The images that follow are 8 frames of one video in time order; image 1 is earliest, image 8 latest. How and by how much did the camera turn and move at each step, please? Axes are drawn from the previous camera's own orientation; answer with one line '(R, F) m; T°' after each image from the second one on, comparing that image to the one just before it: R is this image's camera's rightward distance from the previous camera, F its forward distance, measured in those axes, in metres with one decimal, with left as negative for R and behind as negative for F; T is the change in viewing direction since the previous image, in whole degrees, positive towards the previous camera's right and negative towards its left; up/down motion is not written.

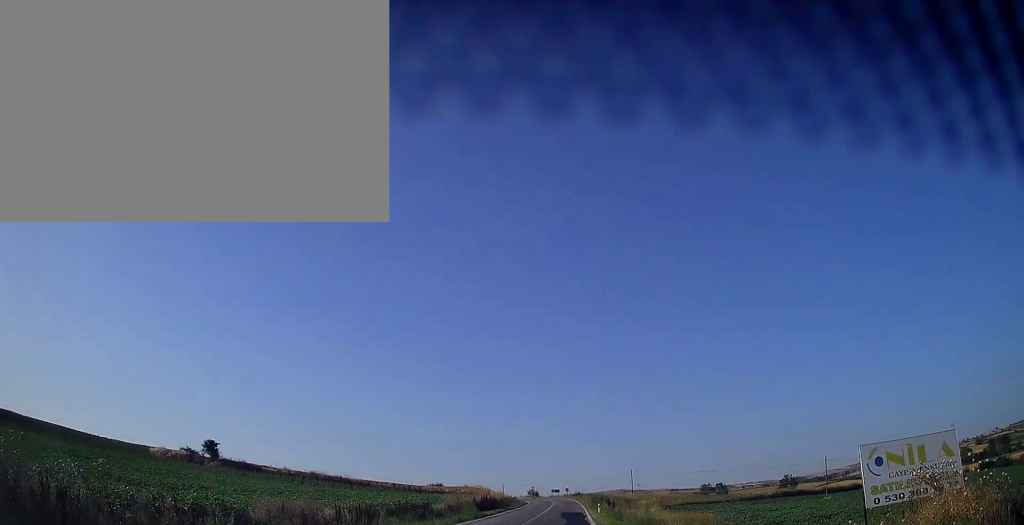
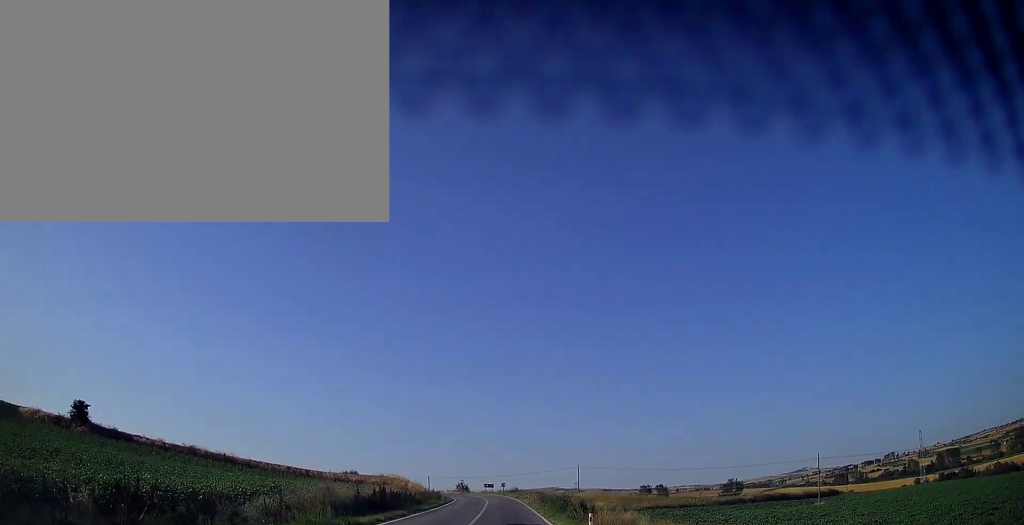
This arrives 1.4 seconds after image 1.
(+1.5, +20.3) m; +8°
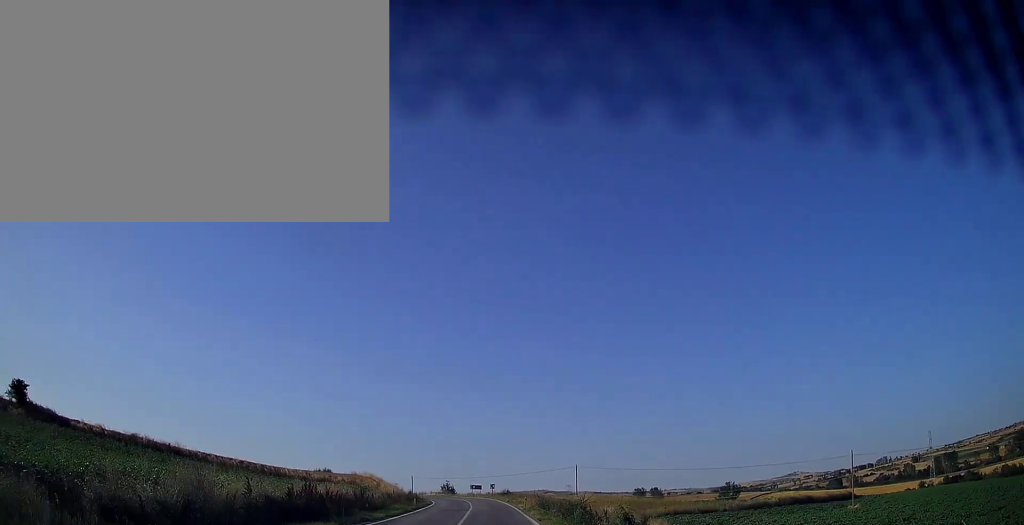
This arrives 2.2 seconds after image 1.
(+0.4, +12.2) m; +2°
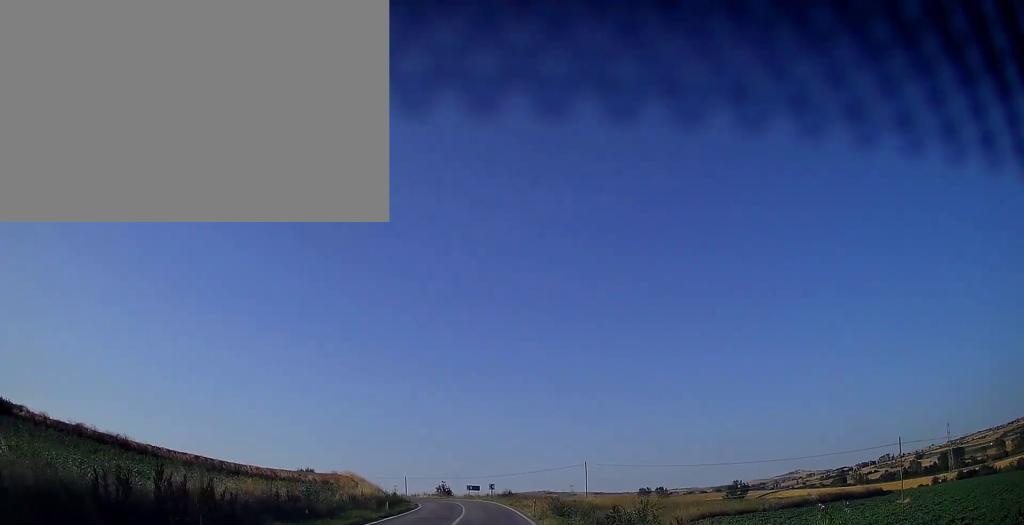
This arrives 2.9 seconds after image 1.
(+0.2, +10.9) m; +1°
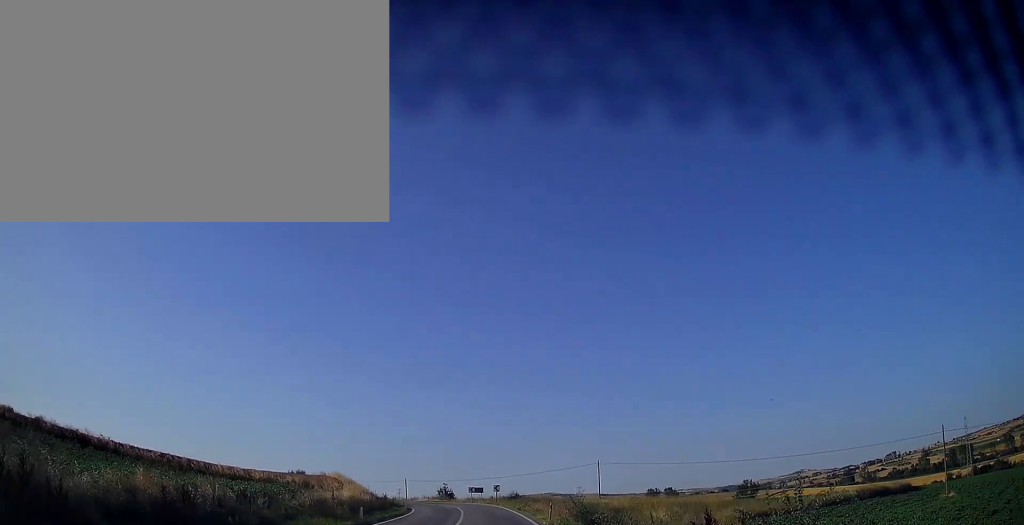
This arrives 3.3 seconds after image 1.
(-0.1, +7.4) m; 0°
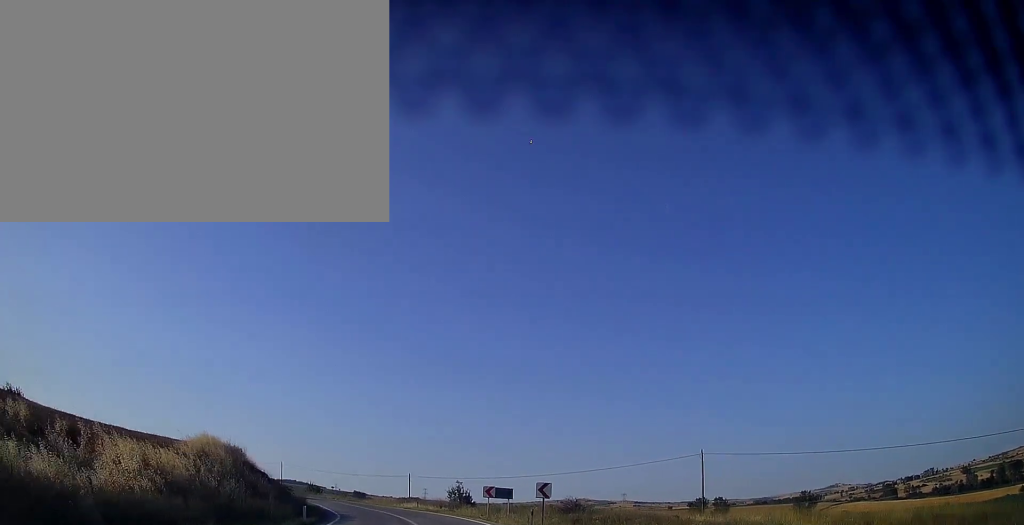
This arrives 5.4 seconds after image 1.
(-0.3, +33.7) m; -2°
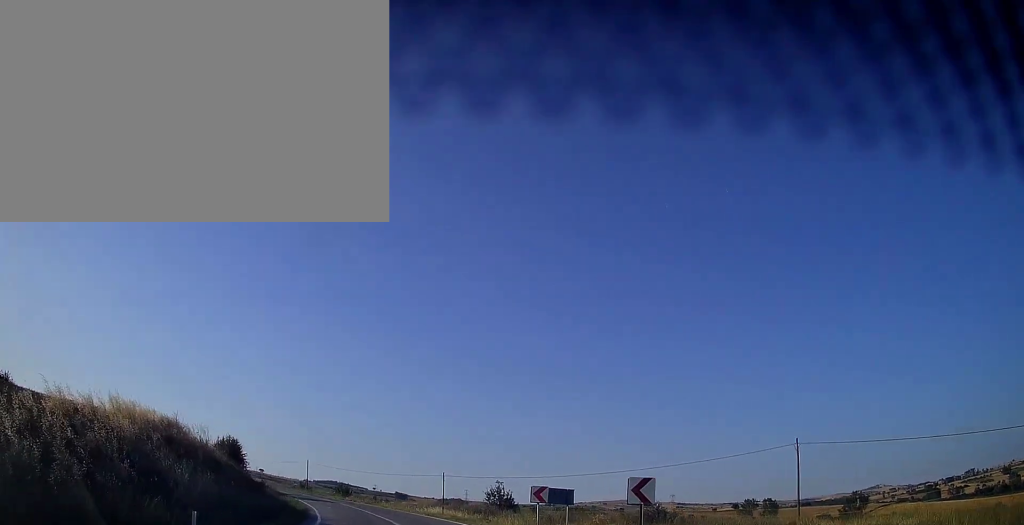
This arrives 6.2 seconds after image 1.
(-0.2, +11.7) m; -3°
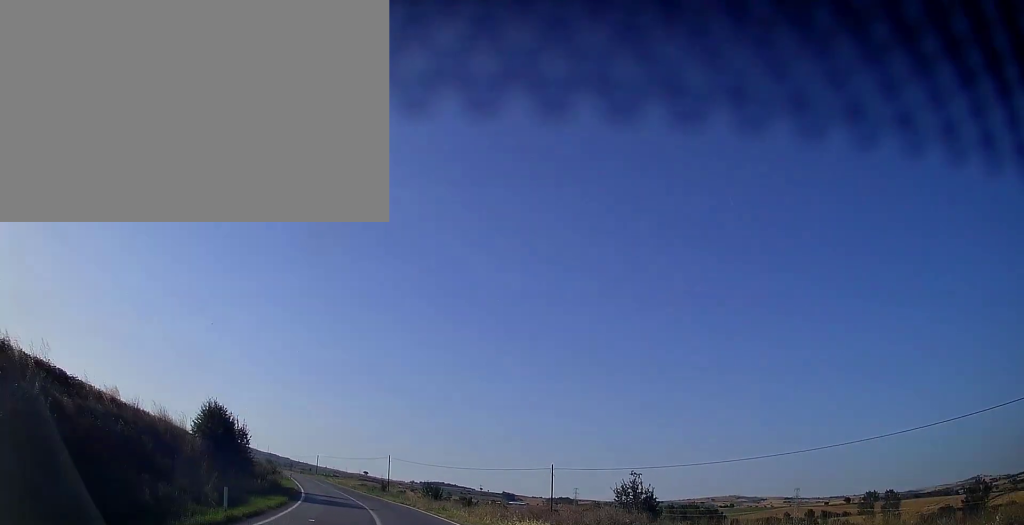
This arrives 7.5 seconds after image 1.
(-1.3, +20.9) m; -9°
